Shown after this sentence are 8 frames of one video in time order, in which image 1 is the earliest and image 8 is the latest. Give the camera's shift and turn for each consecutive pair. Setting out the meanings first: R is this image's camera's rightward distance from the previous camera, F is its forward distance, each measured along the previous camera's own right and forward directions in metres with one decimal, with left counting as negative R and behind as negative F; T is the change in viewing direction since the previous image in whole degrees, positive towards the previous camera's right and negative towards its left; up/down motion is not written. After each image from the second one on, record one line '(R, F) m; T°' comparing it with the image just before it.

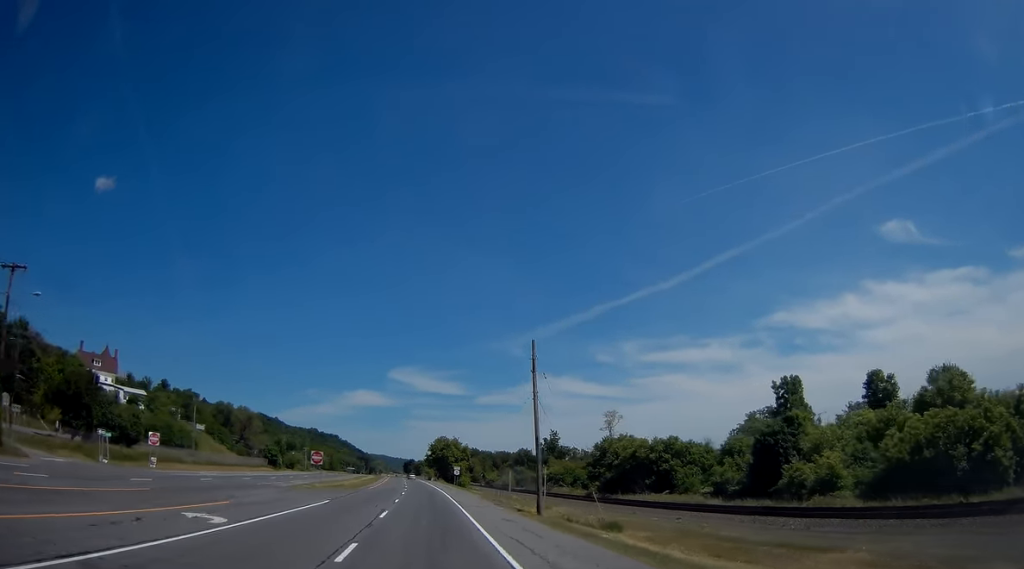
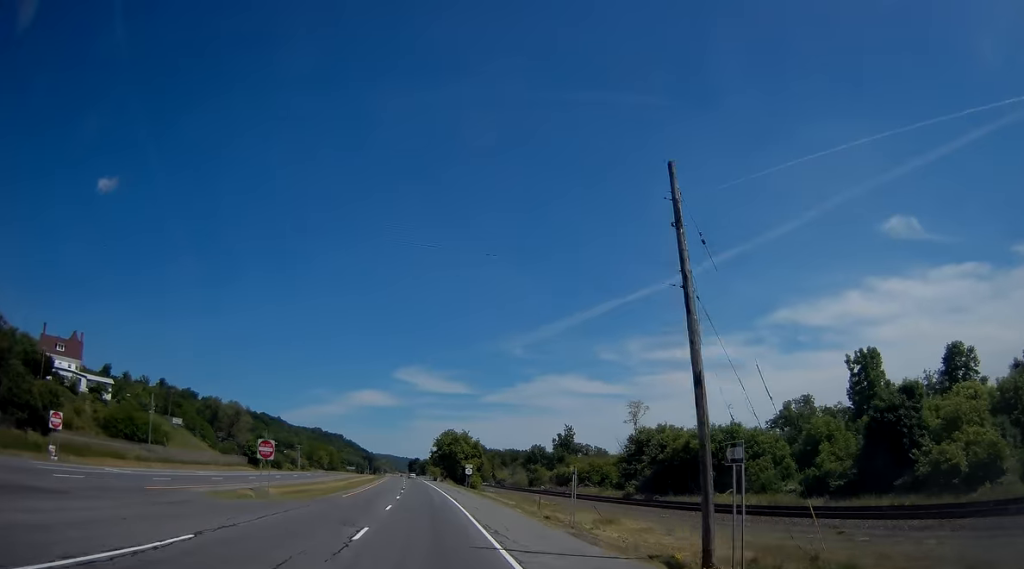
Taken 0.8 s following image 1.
(-0.3, +20.5) m; -1°
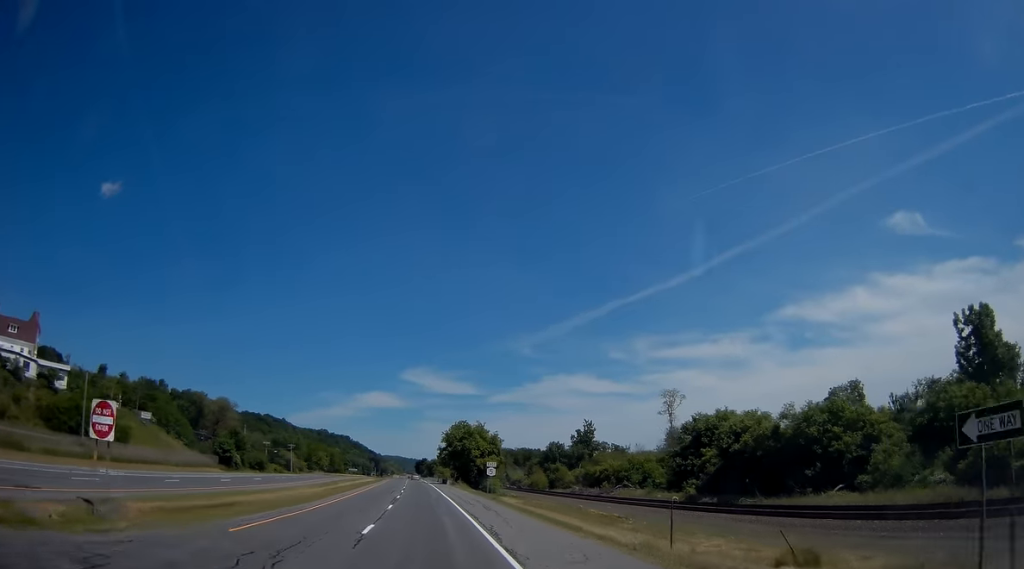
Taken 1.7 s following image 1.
(0.0, +22.2) m; 0°
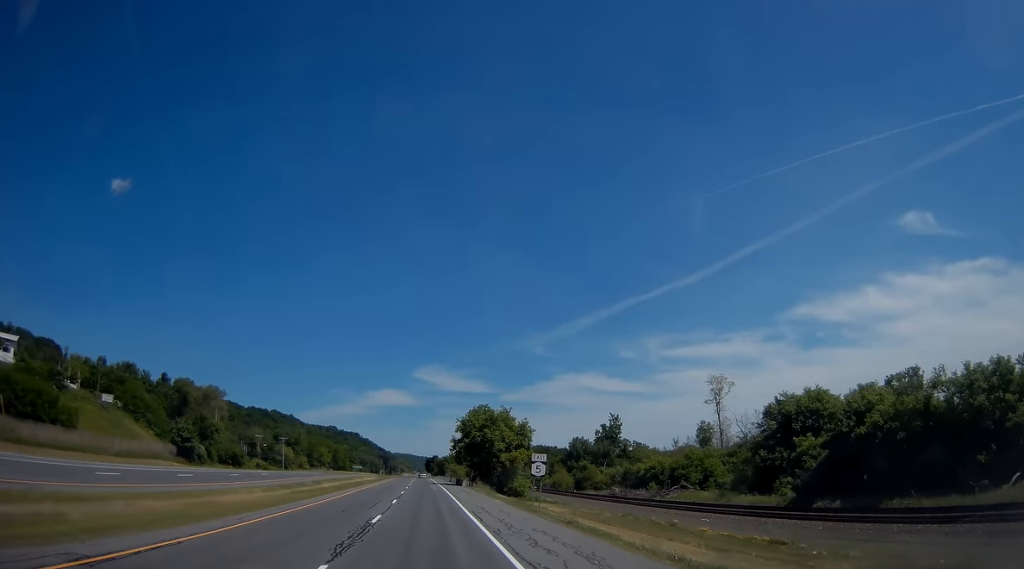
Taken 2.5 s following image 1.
(0.0, +22.3) m; -1°
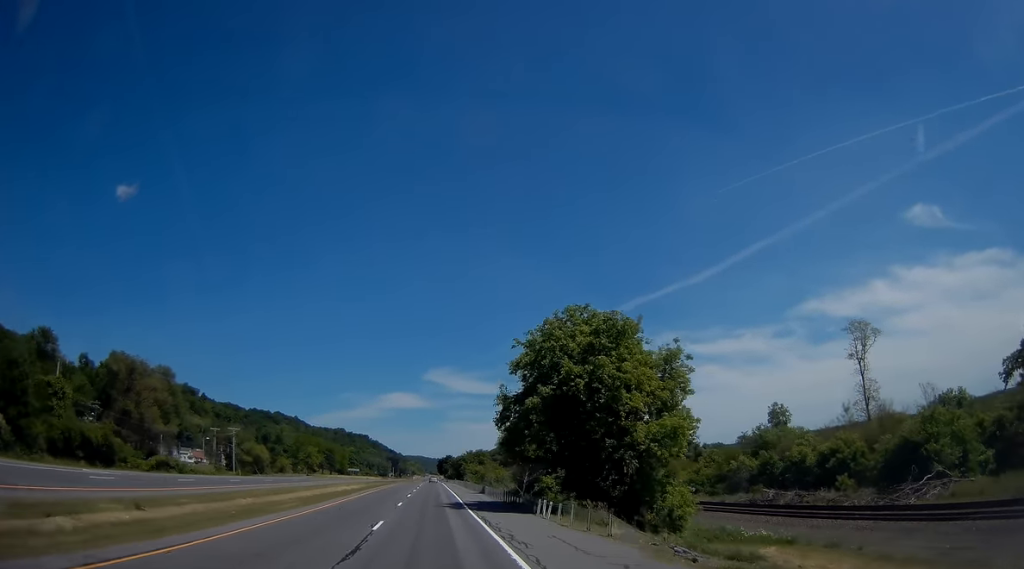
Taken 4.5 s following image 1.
(-1.0, +49.7) m; -2°
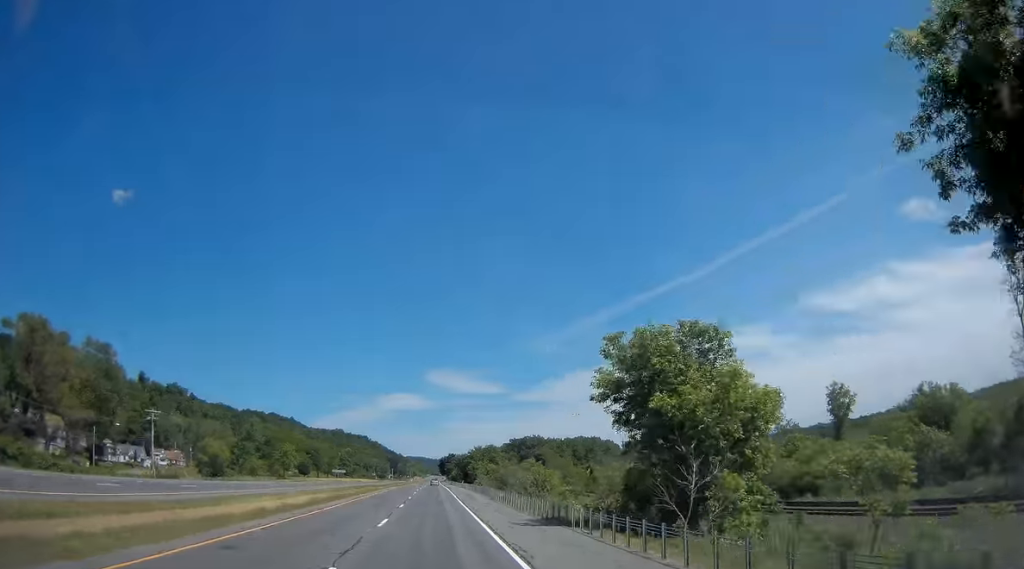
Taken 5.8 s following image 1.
(+0.1, +35.2) m; 0°
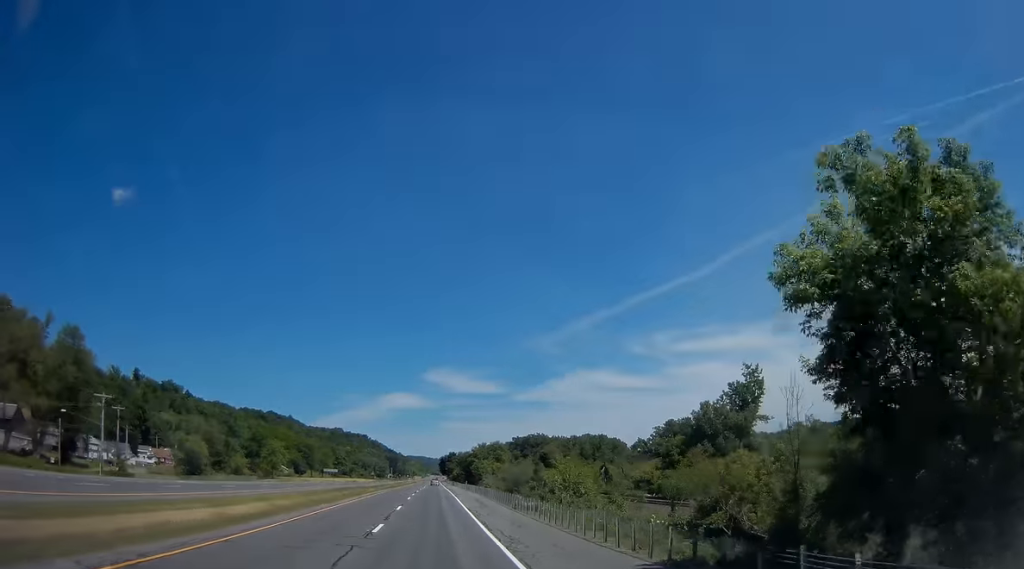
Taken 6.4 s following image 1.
(0.0, +13.7) m; 0°
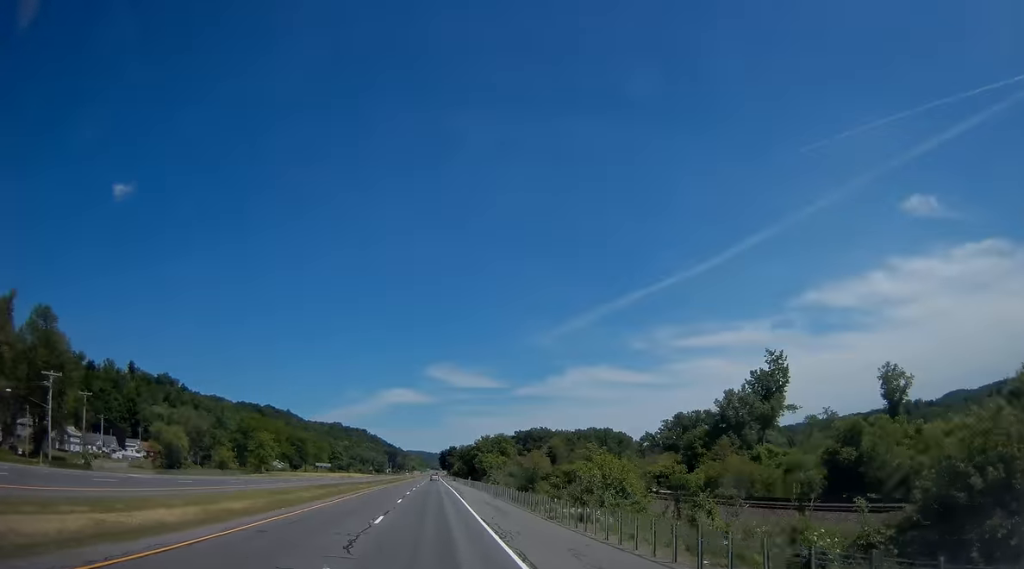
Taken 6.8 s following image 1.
(+0.1, +11.1) m; 0°
